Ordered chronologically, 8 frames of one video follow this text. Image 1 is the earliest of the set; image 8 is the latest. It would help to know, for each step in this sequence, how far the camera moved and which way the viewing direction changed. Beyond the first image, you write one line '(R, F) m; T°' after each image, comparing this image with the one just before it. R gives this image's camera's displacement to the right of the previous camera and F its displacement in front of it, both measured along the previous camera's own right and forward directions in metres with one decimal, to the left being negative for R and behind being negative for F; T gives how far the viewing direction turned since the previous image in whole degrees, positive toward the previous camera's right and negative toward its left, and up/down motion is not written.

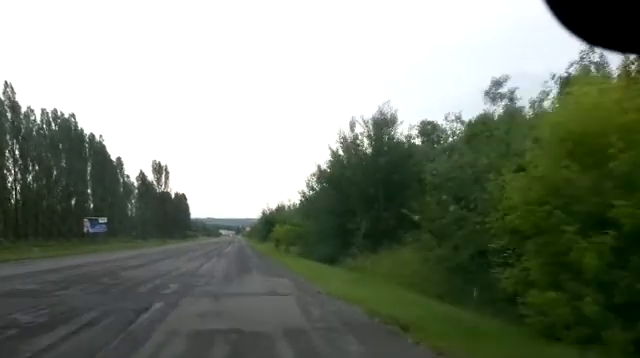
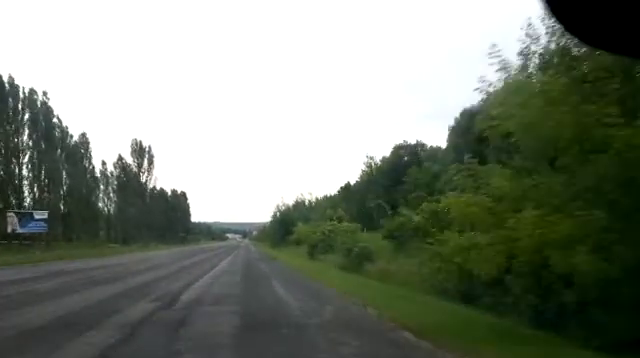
(-0.1, +31.6) m; 0°
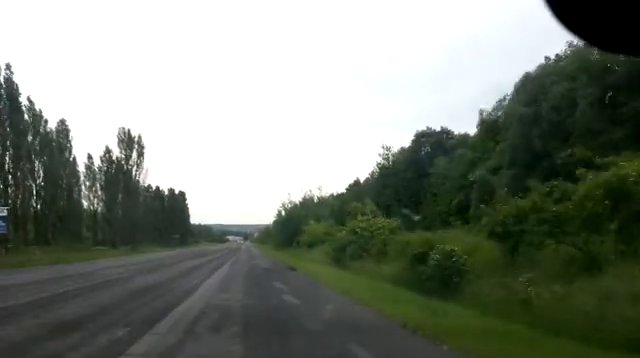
(+0.1, +11.0) m; 0°
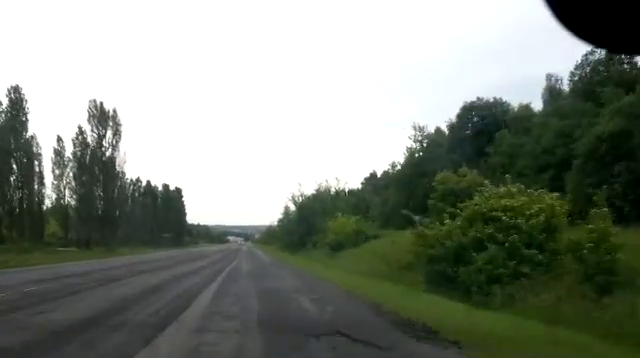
(0.0, +16.7) m; 0°
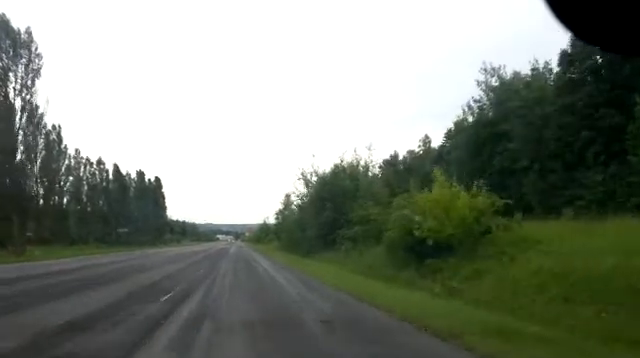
(+0.1, +24.6) m; +1°
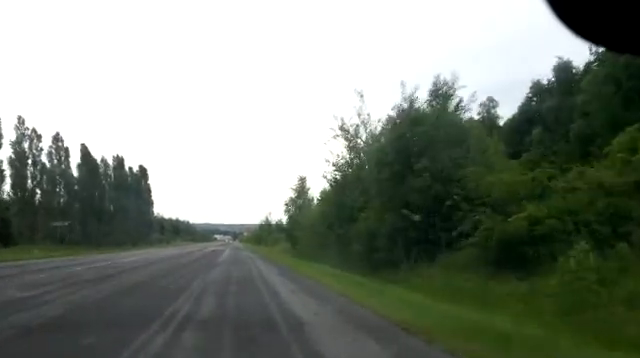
(+0.1, +22.4) m; 0°
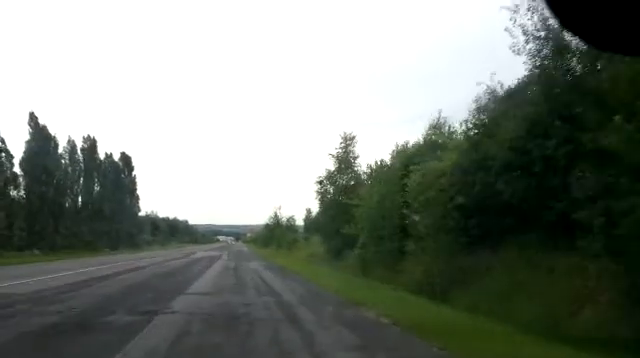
(0.0, +24.7) m; 0°
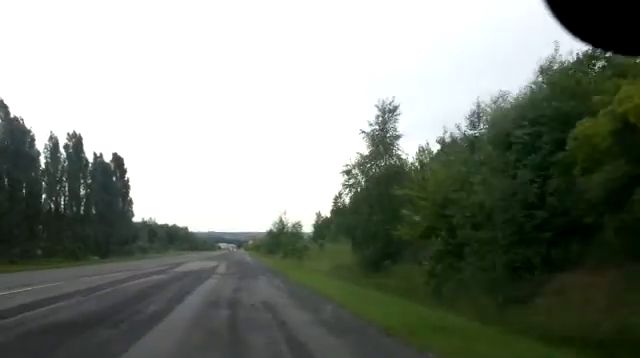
(+0.1, +9.9) m; 0°
